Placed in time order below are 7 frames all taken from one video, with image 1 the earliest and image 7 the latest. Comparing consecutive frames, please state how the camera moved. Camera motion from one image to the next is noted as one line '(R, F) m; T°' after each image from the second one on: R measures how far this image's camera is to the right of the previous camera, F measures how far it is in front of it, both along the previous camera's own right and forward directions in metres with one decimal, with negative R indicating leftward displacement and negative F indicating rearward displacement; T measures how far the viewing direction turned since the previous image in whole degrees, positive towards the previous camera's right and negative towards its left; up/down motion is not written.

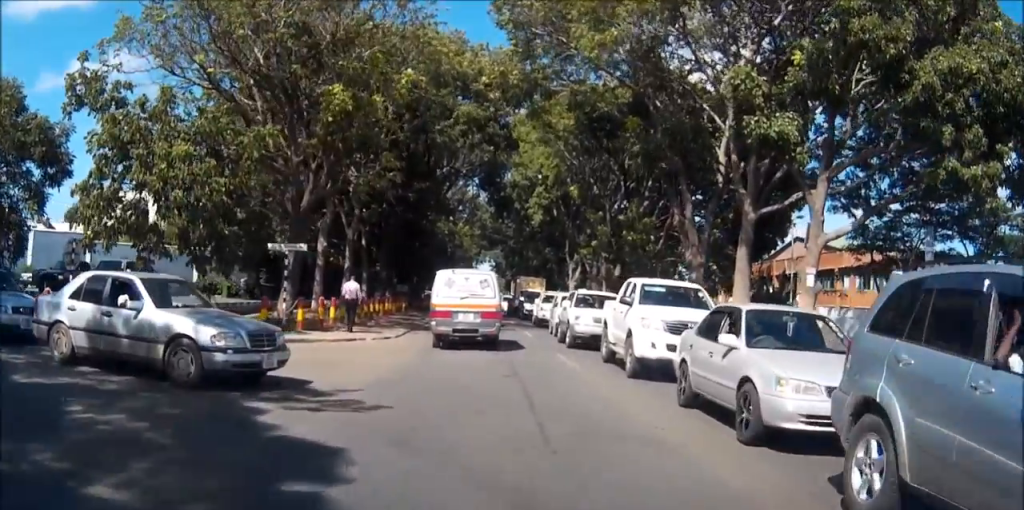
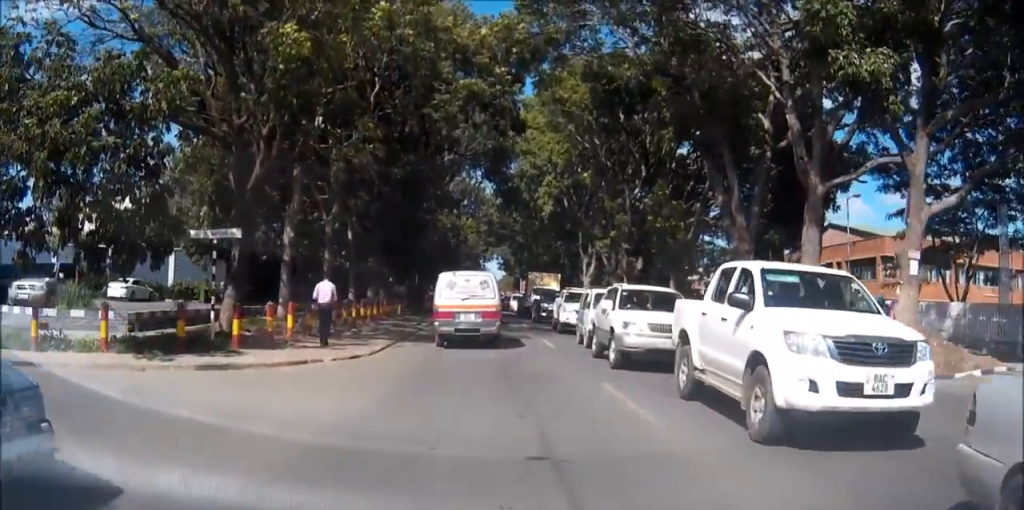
(+0.1, +6.7) m; 0°
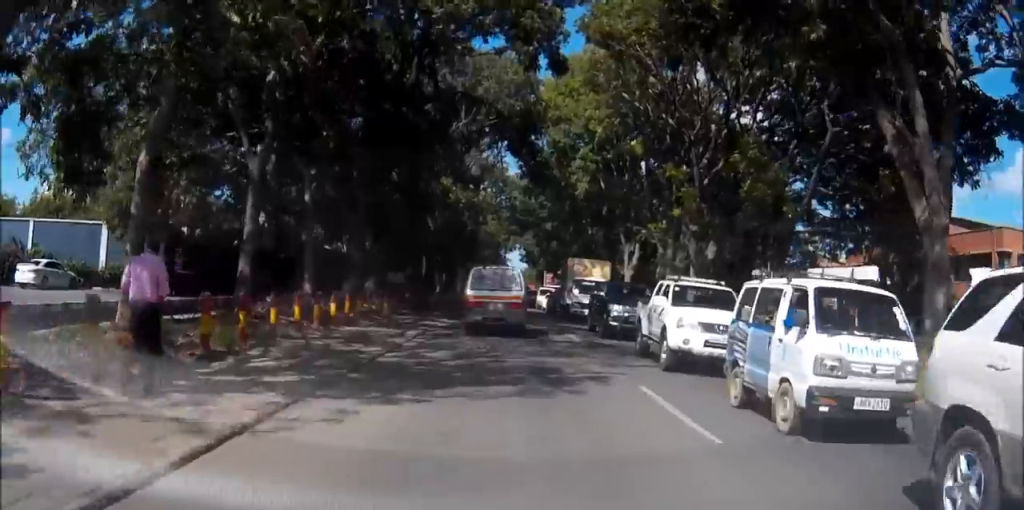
(-0.1, +13.6) m; -1°
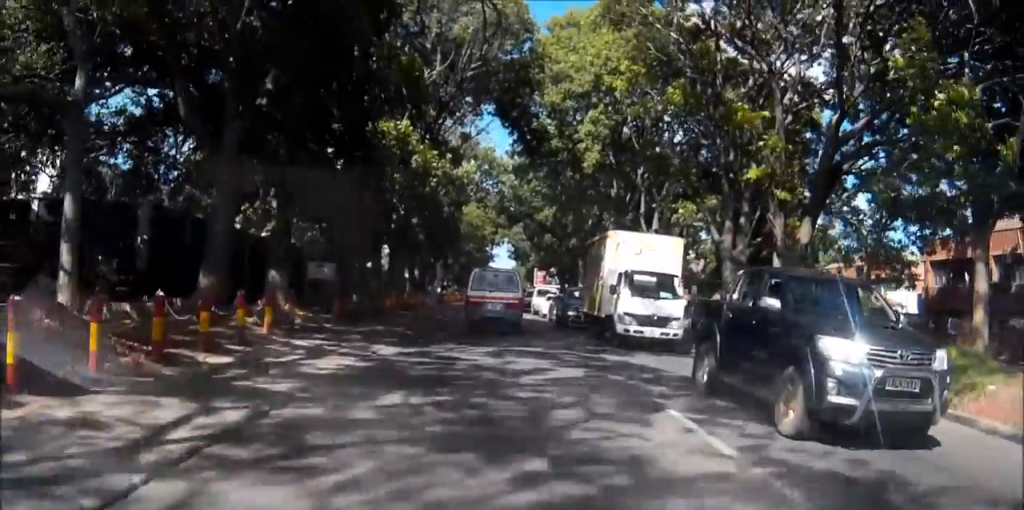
(-0.1, +14.7) m; -1°
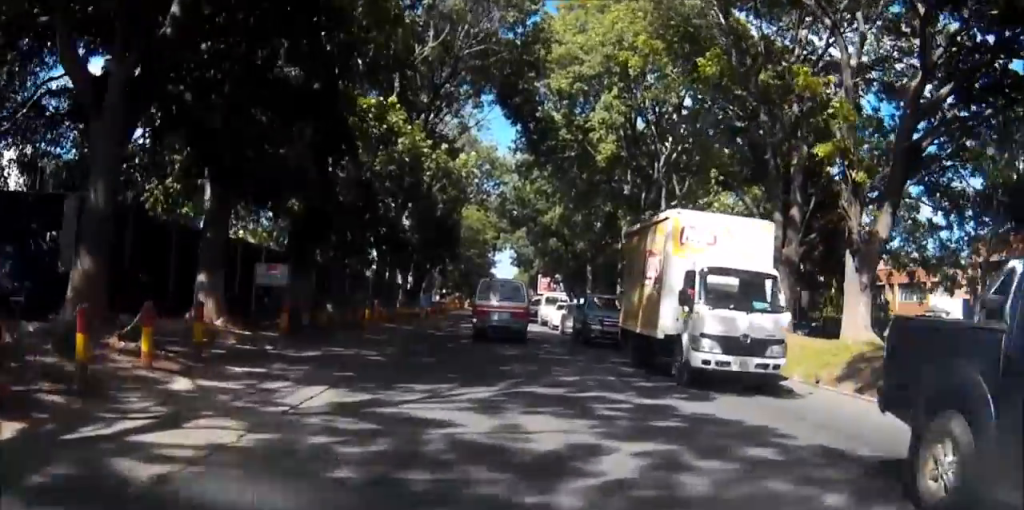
(0.0, +6.1) m; 0°
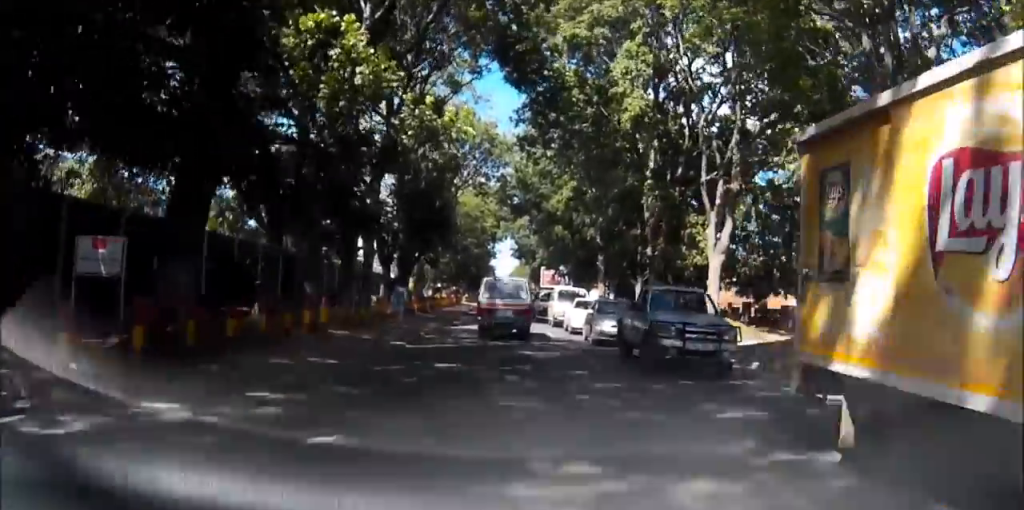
(0.0, +9.1) m; +1°
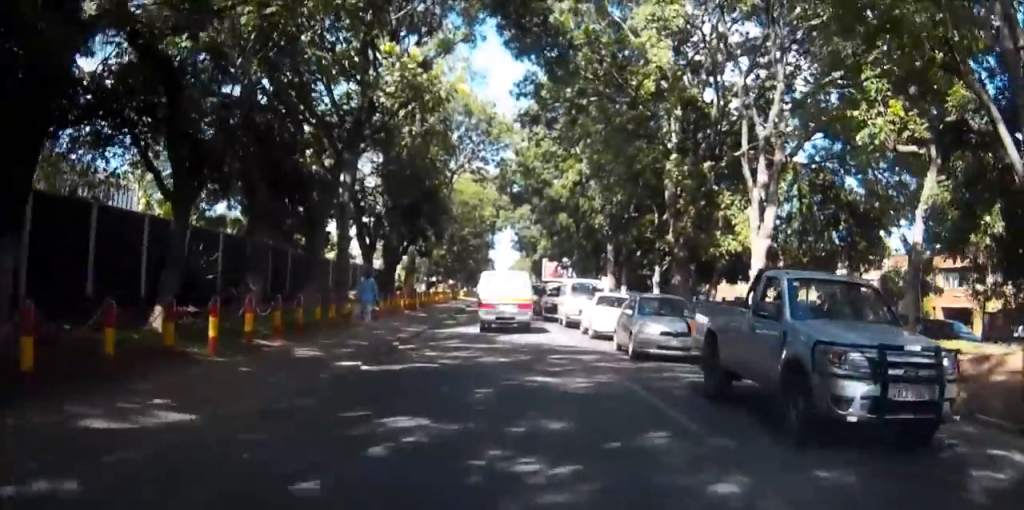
(0.0, +6.3) m; +1°
